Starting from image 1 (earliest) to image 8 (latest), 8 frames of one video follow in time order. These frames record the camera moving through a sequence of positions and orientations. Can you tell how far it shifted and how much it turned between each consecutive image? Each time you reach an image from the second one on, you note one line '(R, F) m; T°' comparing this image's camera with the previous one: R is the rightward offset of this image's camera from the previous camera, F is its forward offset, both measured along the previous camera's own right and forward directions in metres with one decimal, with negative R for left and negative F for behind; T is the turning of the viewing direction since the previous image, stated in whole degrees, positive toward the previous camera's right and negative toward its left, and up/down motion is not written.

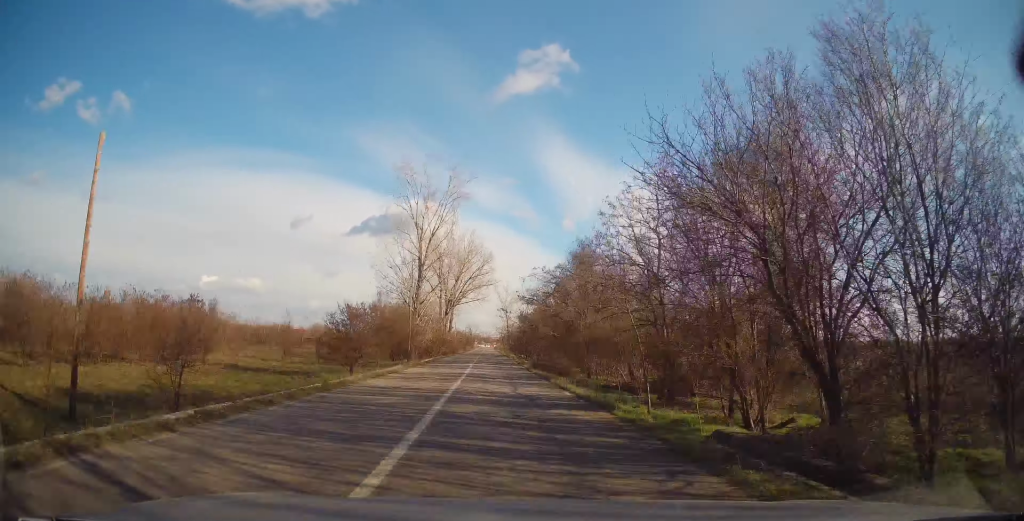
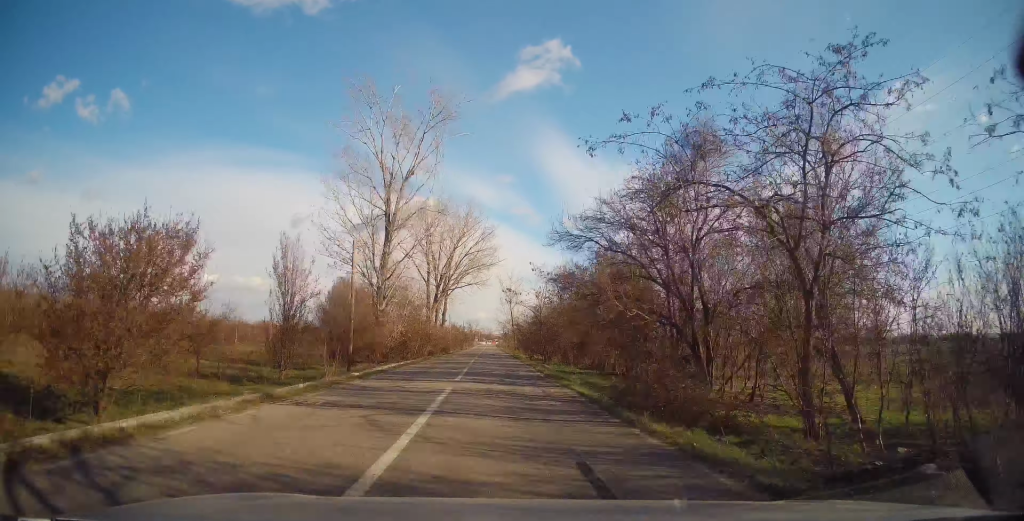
(-0.1, +19.4) m; 0°
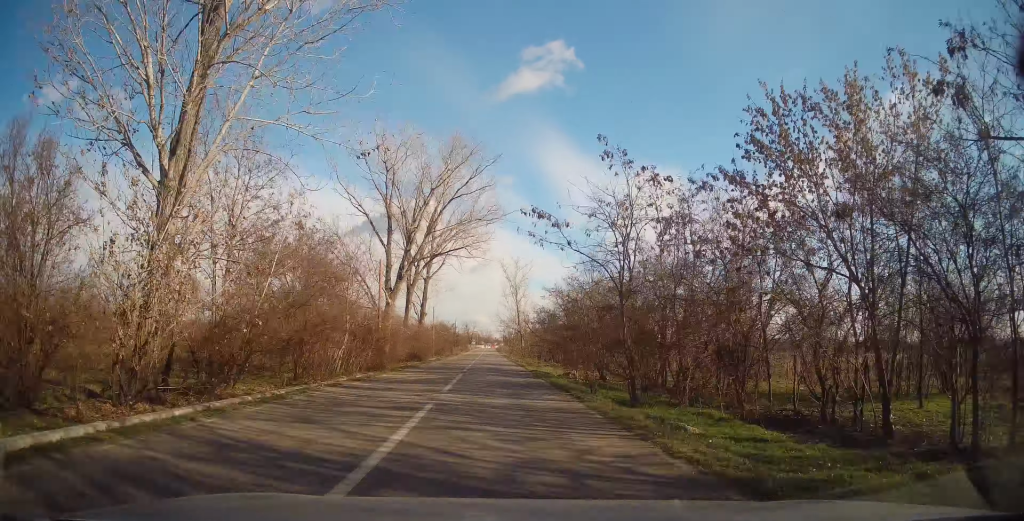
(0.0, +27.5) m; 0°
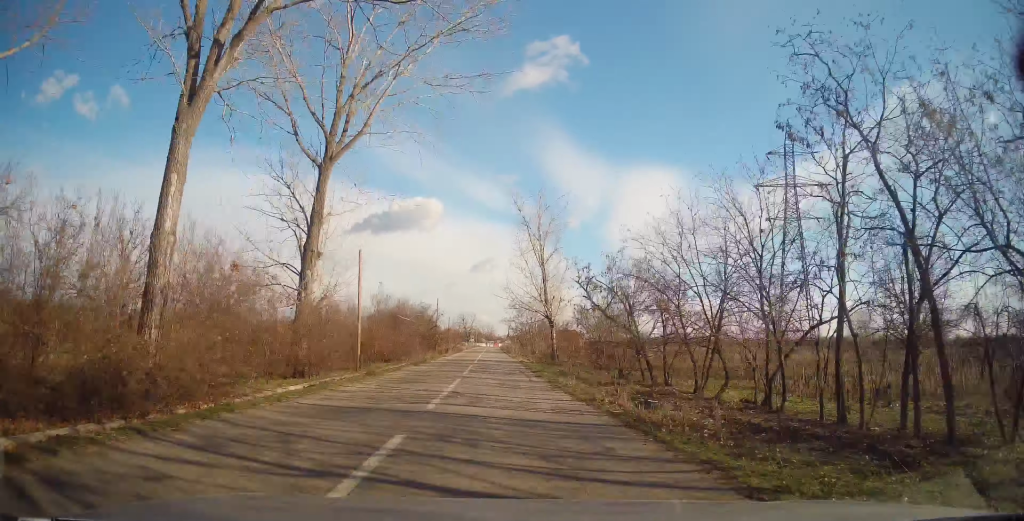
(+0.6, +40.1) m; +1°
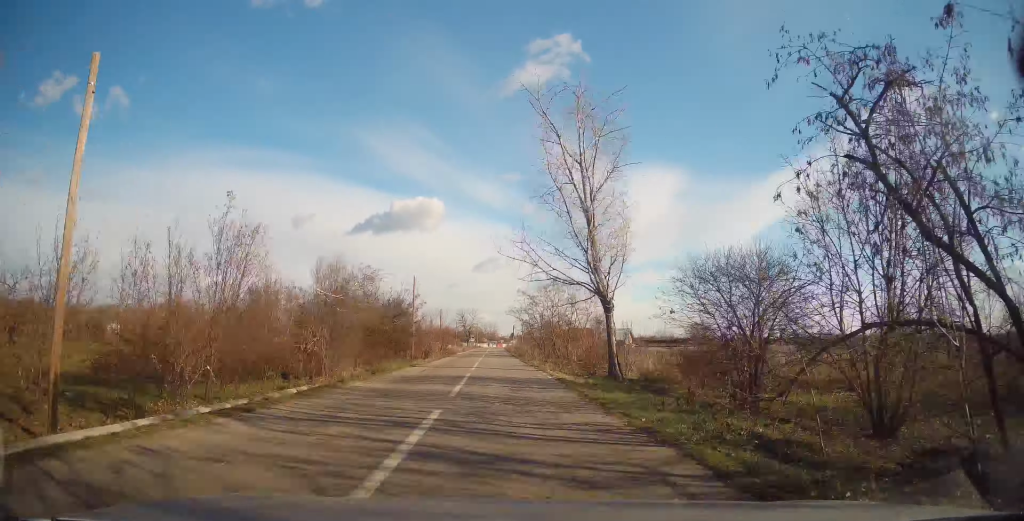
(-0.2, +21.3) m; -1°
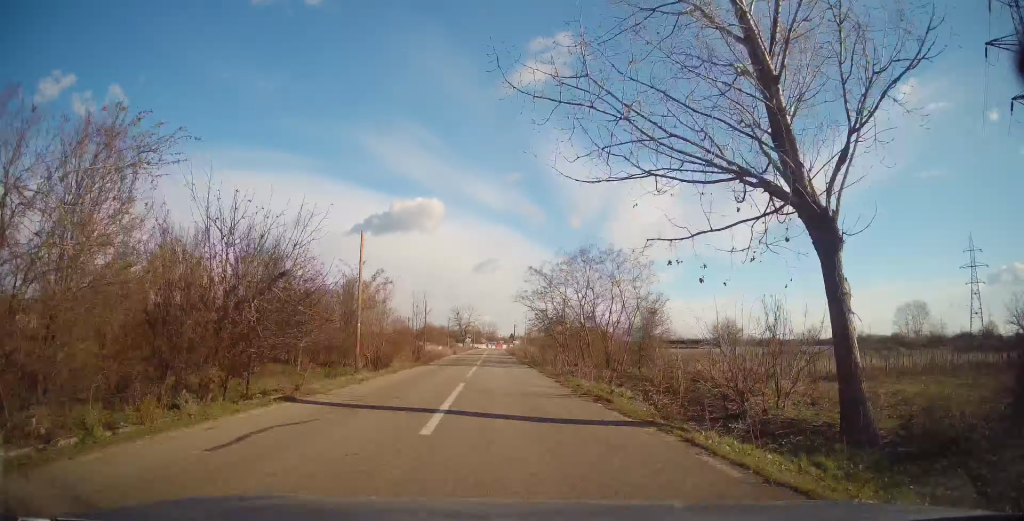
(-0.1, +16.9) m; 0°
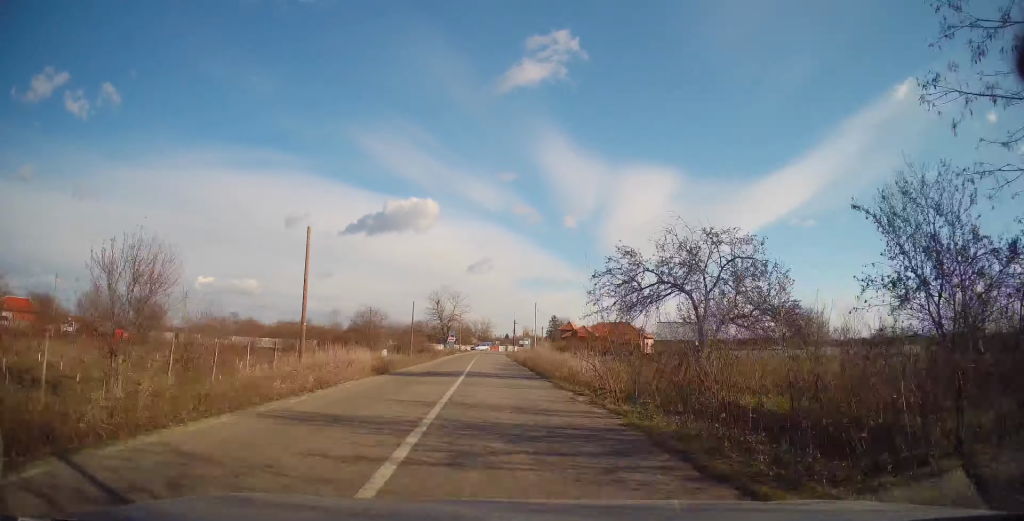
(0.0, +38.0) m; 0°
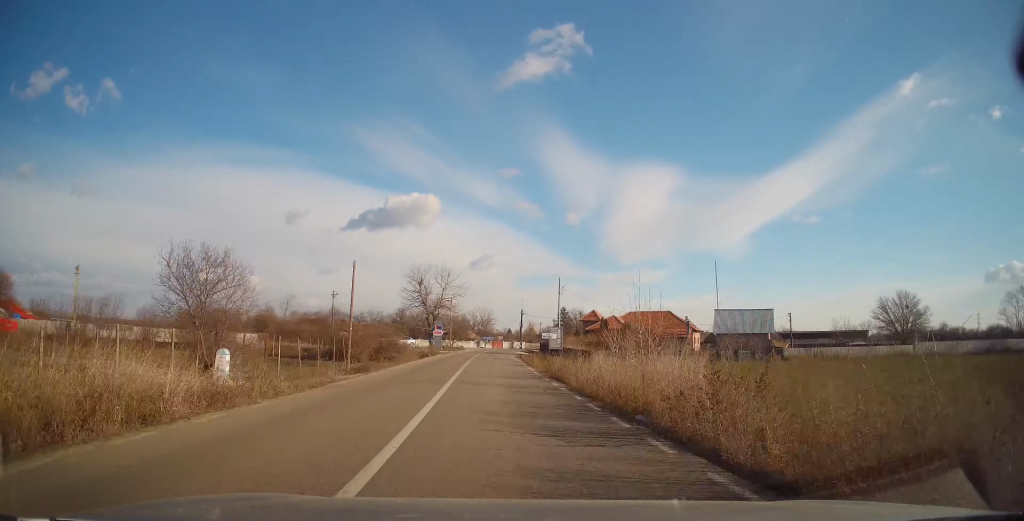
(0.0, +25.1) m; +1°
